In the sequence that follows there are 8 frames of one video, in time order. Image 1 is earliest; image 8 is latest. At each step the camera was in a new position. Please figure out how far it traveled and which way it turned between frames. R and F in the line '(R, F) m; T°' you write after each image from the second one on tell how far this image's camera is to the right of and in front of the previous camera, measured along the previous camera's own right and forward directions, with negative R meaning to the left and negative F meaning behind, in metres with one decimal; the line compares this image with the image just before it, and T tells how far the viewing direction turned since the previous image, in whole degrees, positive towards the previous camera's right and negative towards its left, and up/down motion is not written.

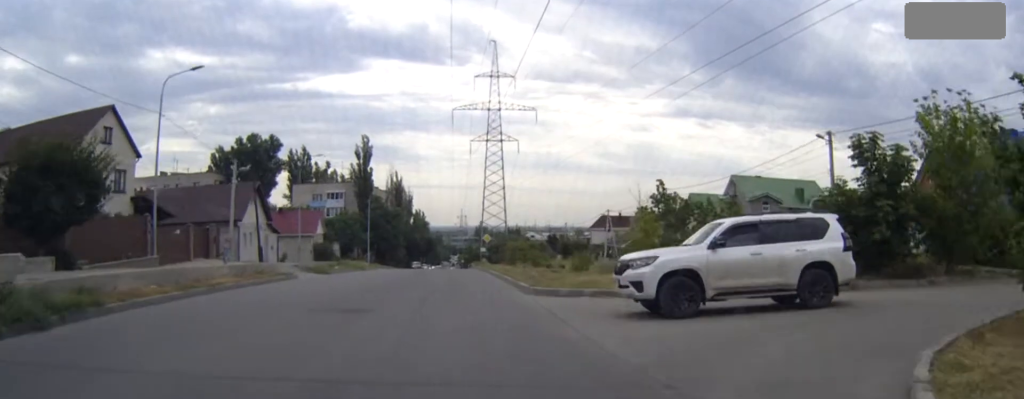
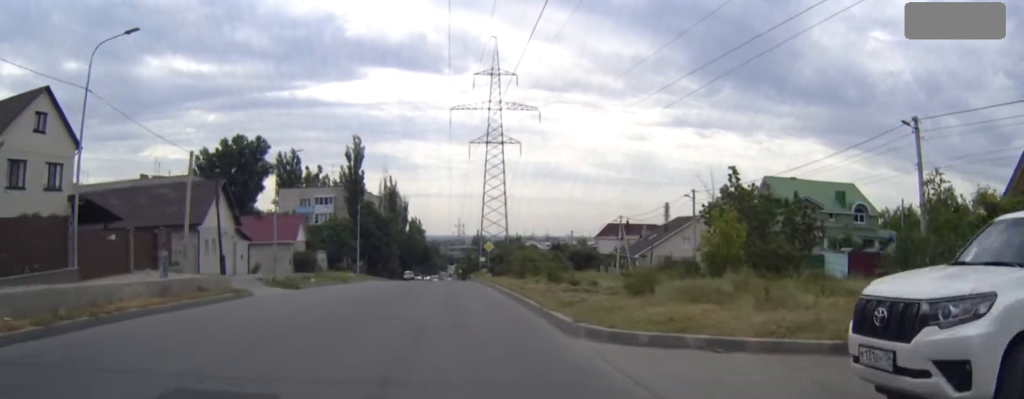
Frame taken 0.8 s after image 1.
(0.0, +8.8) m; 0°
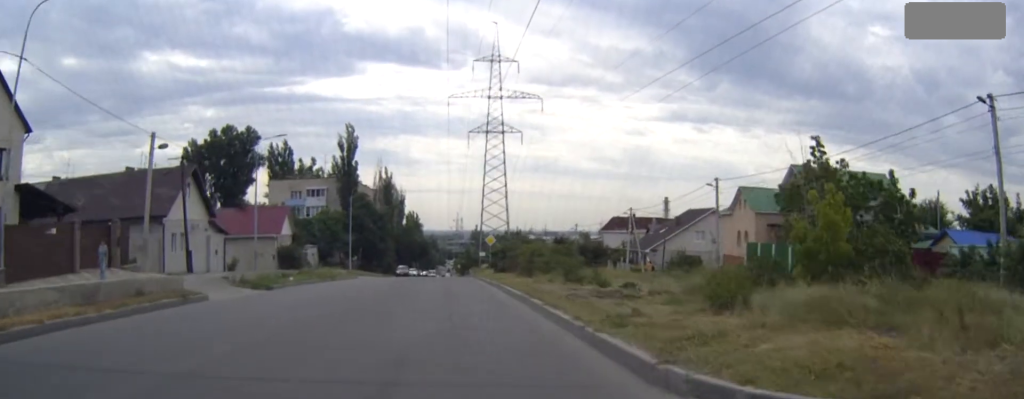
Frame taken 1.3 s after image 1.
(0.0, +6.0) m; 0°
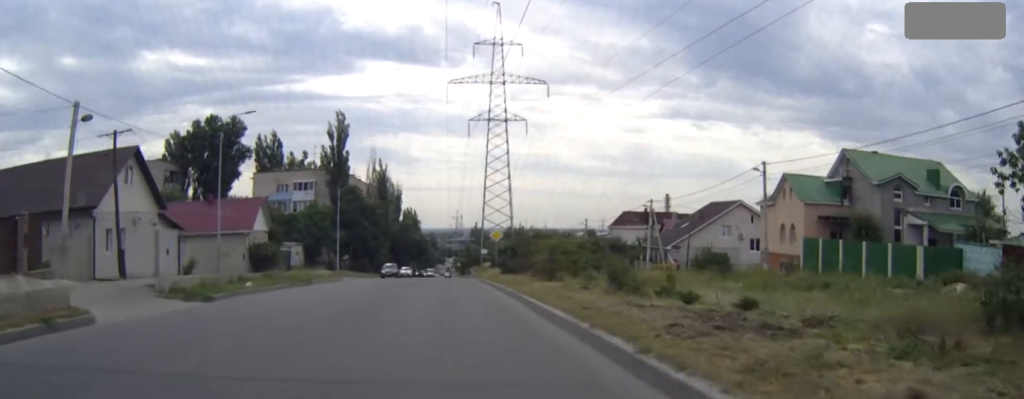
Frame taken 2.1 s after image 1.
(0.0, +9.0) m; 0°
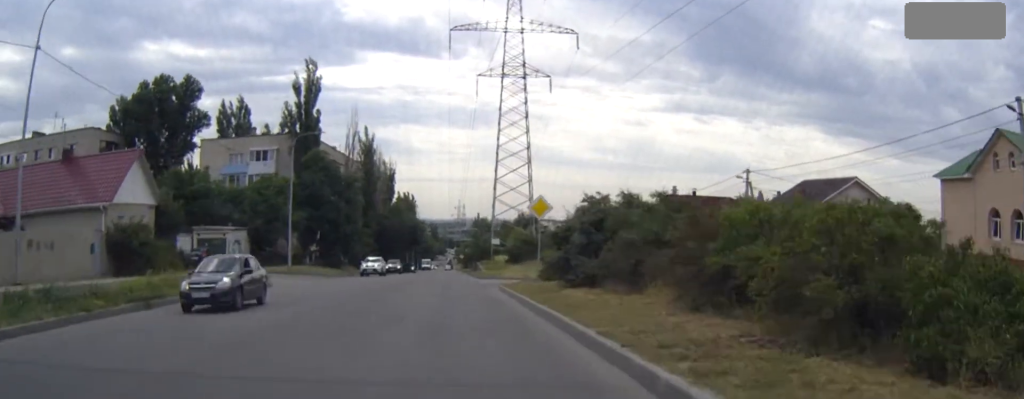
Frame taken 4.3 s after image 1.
(+0.1, +24.6) m; 0°
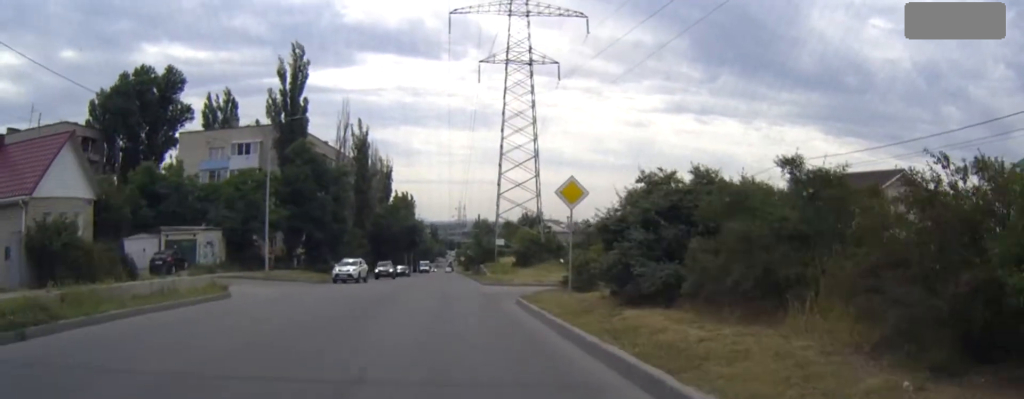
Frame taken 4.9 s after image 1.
(0.0, +7.2) m; 0°
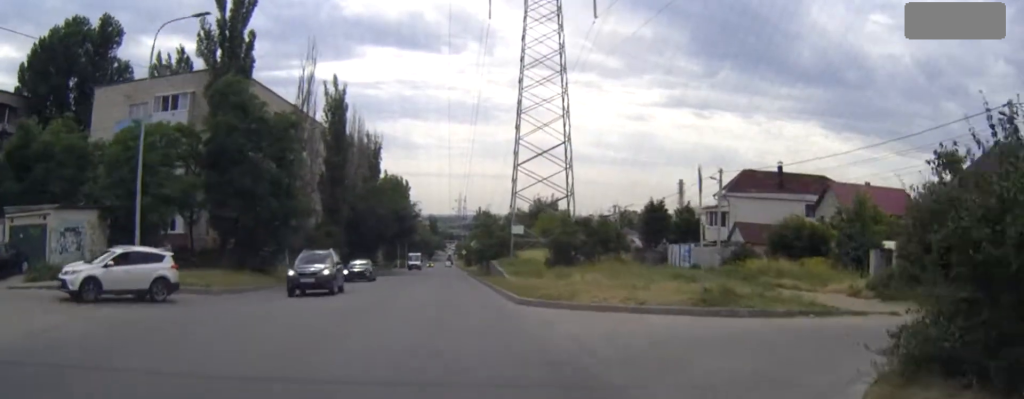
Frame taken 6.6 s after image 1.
(-0.1, +20.8) m; 0°
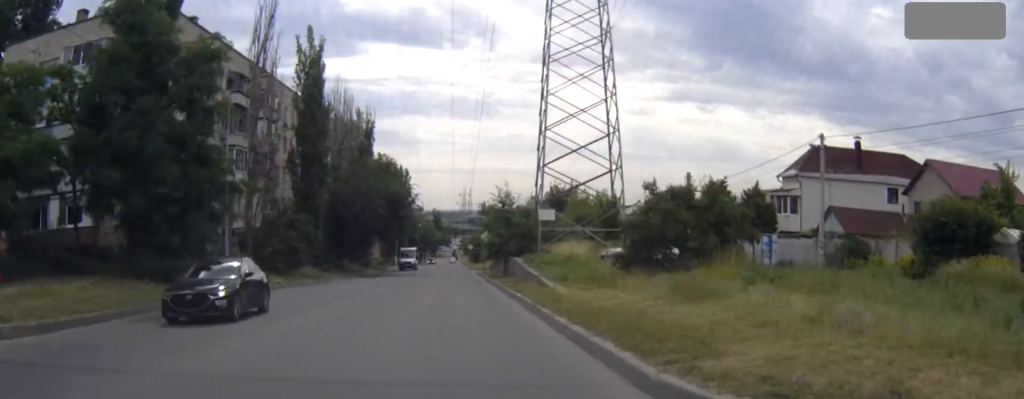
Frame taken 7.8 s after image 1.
(0.0, +15.3) m; 0°
